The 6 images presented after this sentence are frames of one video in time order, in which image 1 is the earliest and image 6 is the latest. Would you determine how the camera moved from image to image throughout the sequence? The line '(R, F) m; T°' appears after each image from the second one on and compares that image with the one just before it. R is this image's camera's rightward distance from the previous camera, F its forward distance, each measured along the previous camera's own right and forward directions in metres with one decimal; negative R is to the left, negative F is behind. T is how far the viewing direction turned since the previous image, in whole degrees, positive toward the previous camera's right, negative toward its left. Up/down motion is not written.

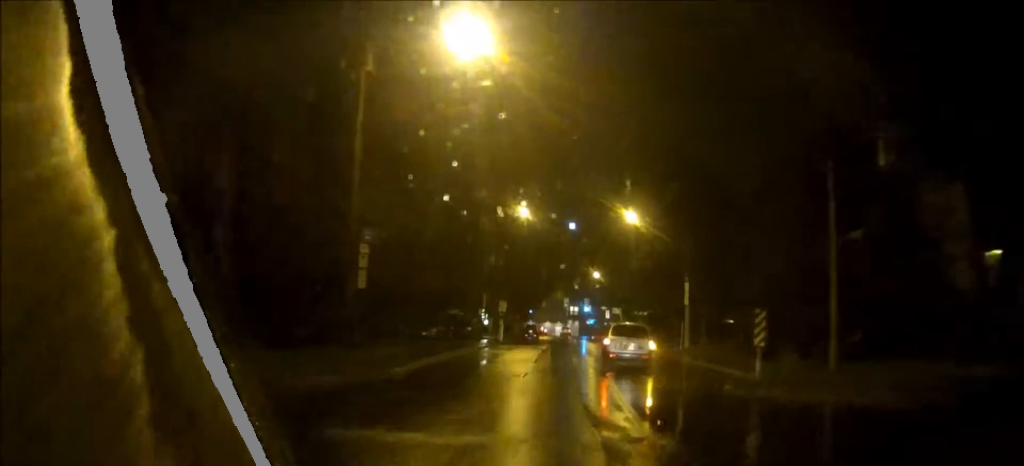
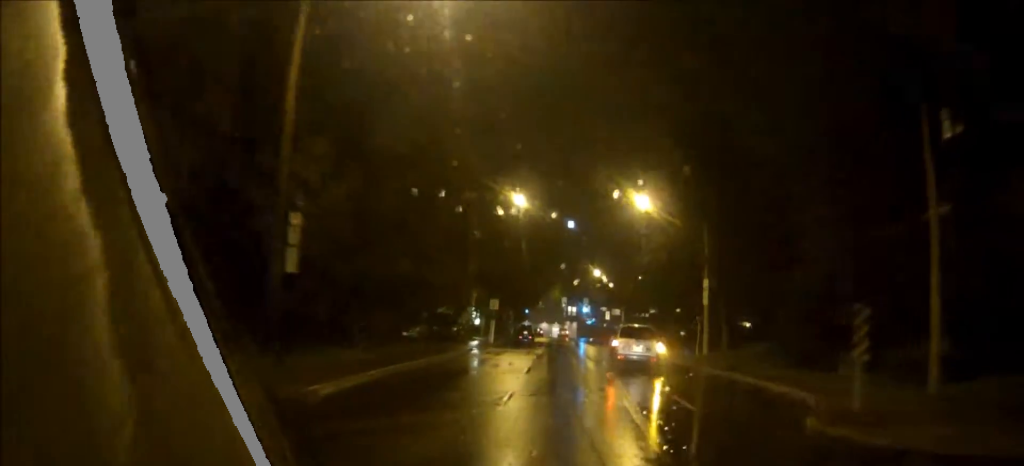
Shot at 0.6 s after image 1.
(0.0, +6.3) m; 0°
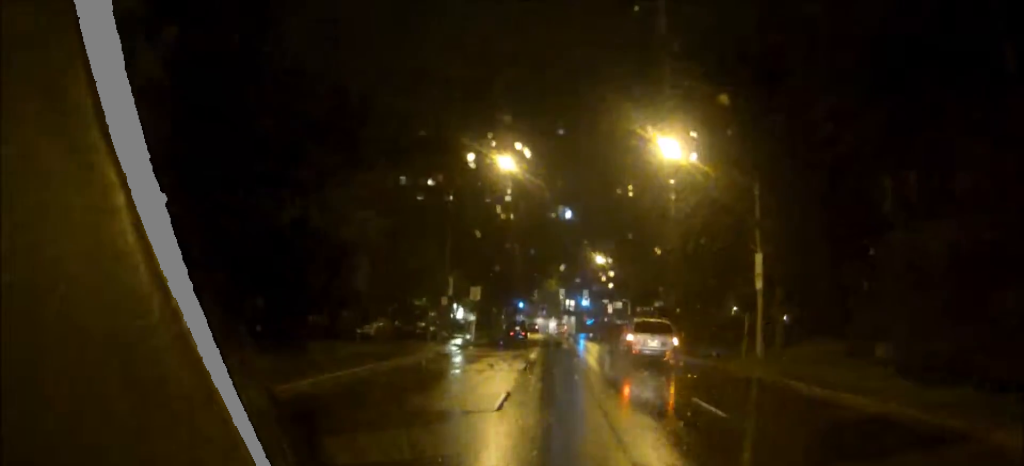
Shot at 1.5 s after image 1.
(-0.1, +10.5) m; -2°
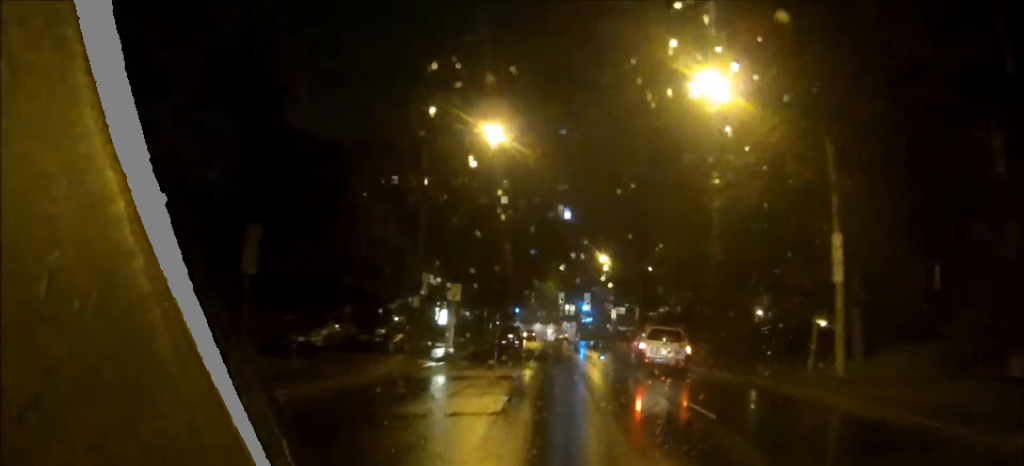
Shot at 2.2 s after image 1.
(-0.2, +8.1) m; -1°
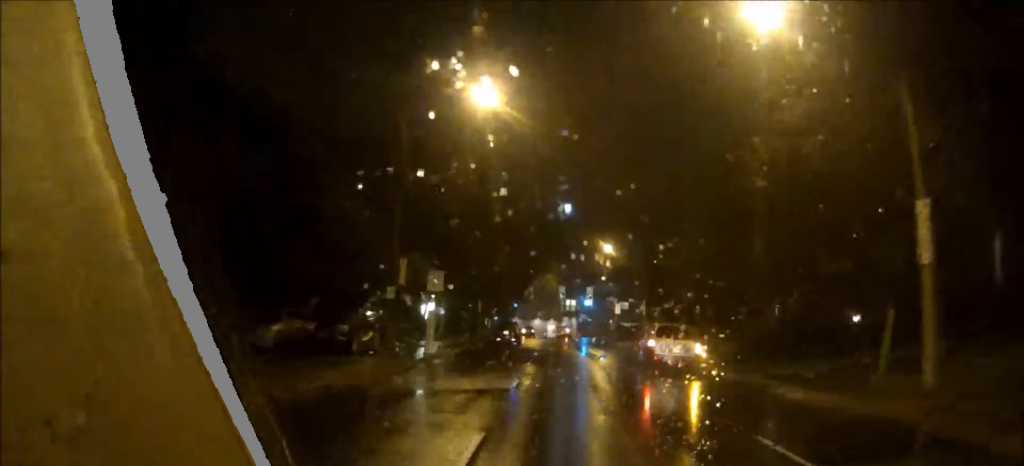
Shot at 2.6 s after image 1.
(0.0, +5.1) m; 0°
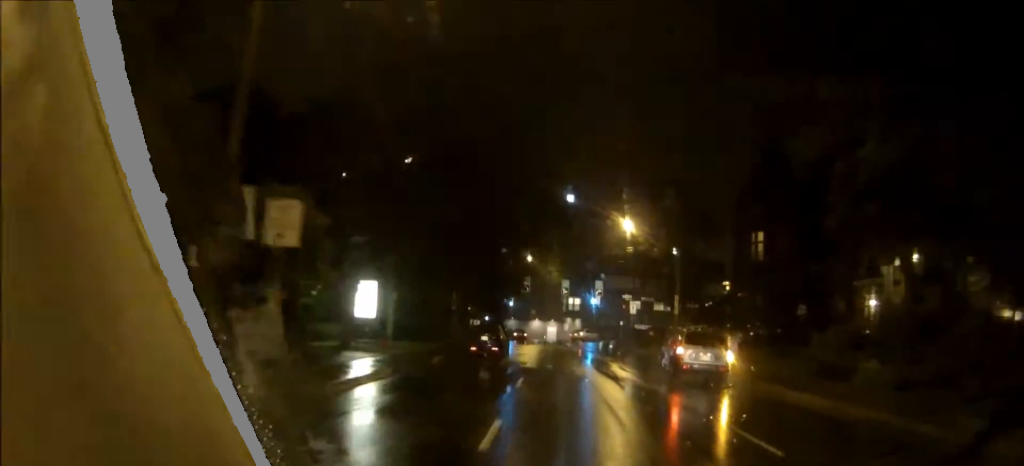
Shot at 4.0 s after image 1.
(0.0, +15.7) m; +1°
